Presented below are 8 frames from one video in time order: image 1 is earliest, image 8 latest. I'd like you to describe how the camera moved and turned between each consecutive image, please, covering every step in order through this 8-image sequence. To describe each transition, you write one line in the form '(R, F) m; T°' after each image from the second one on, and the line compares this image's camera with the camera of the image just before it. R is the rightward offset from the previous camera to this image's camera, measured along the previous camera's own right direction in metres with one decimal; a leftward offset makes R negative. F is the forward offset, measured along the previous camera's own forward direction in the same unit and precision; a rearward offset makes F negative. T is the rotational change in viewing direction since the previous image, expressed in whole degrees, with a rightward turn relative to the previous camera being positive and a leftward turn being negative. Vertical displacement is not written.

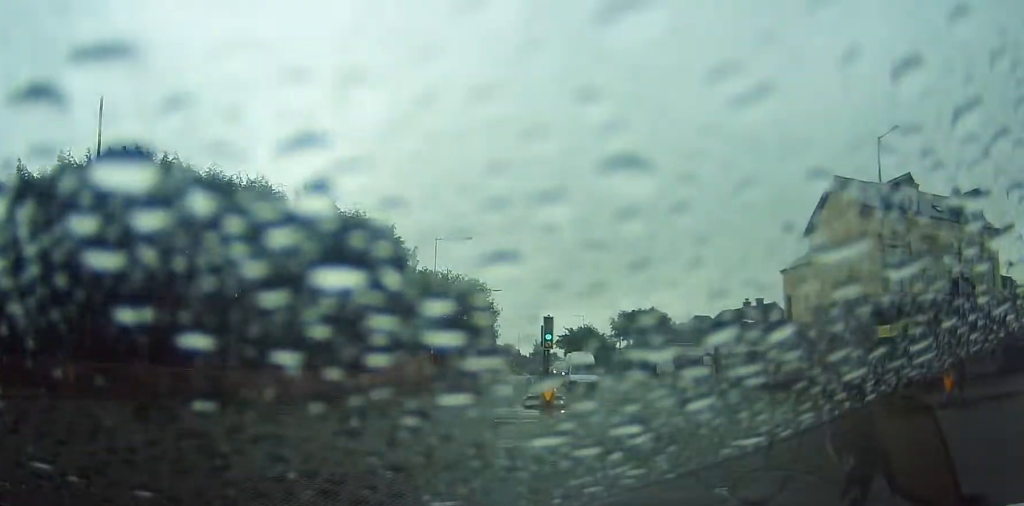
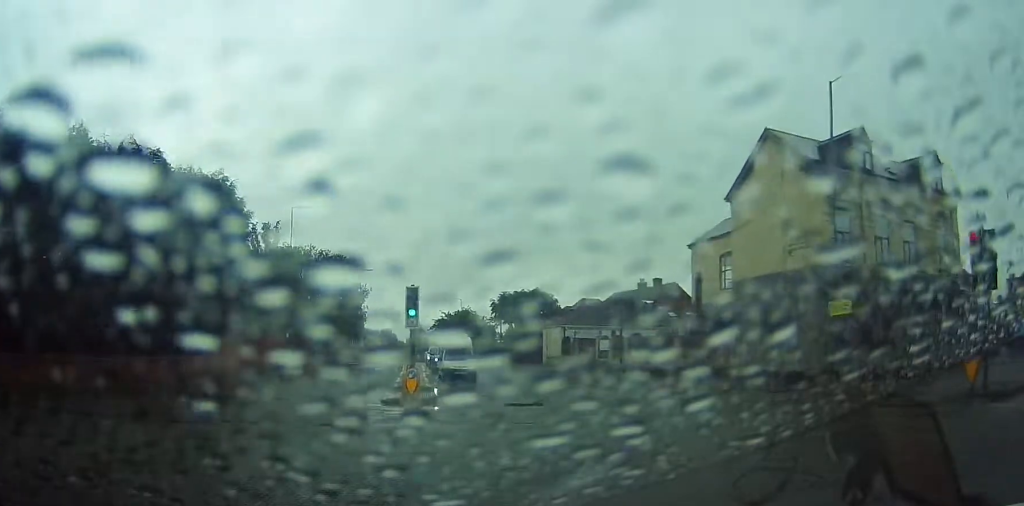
(+0.7, +6.1) m; +13°
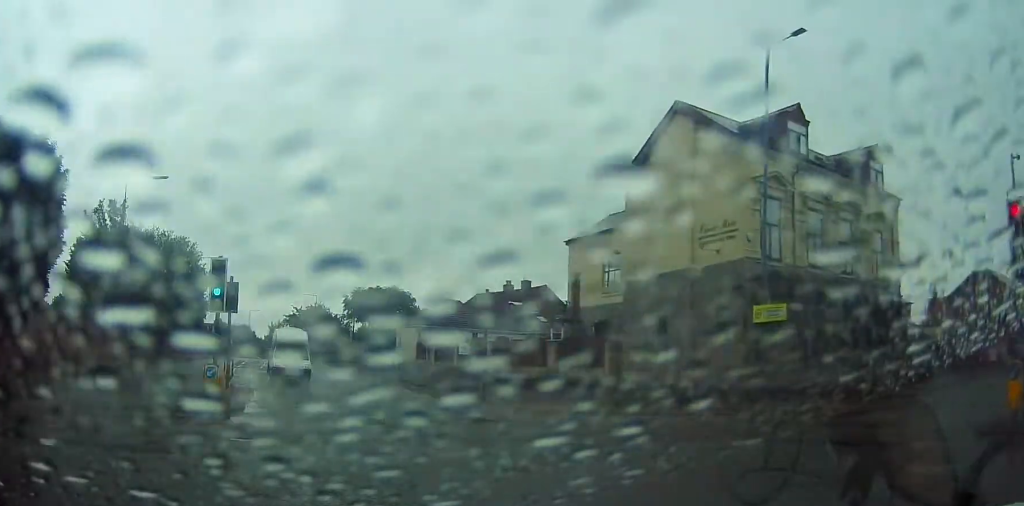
(+0.5, +5.4) m; +16°
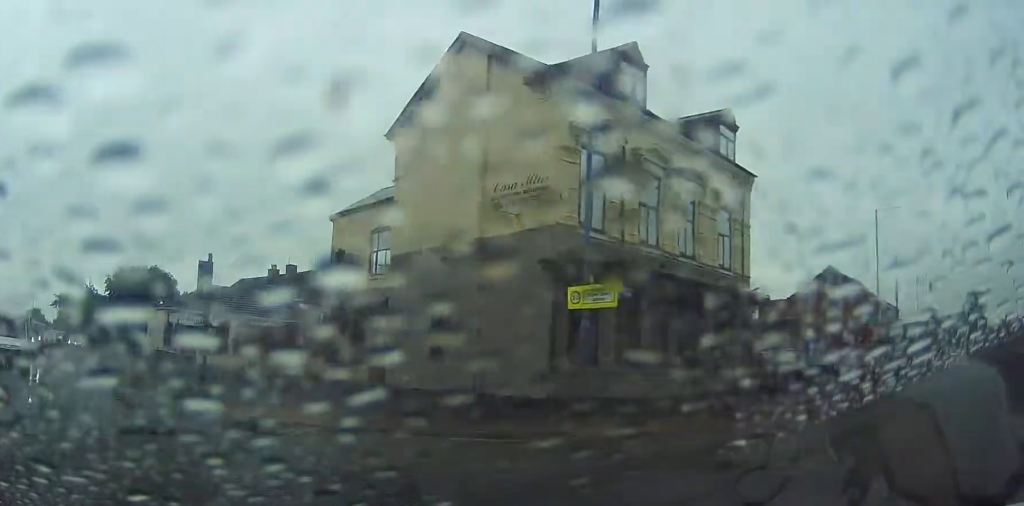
(+1.1, +5.9) m; +20°
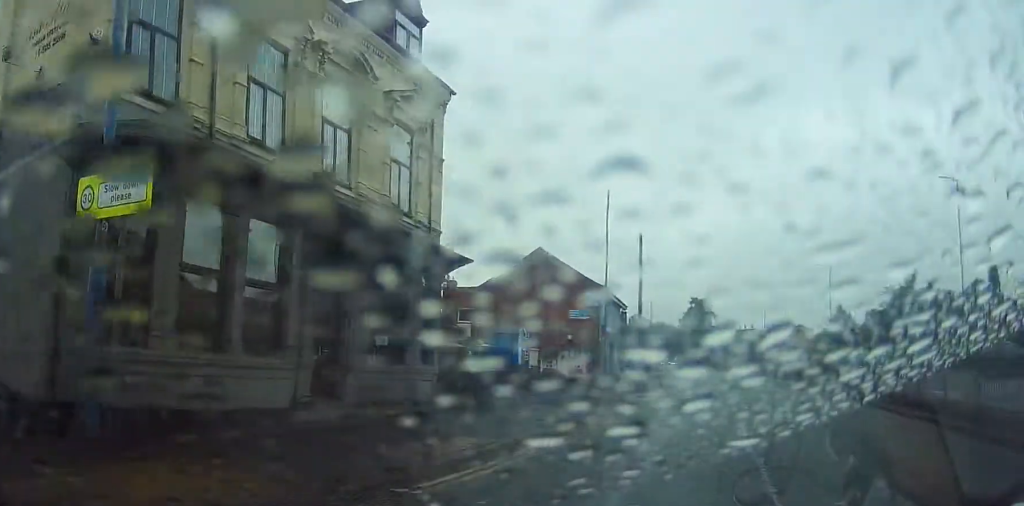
(+1.6, +9.5) m; +16°
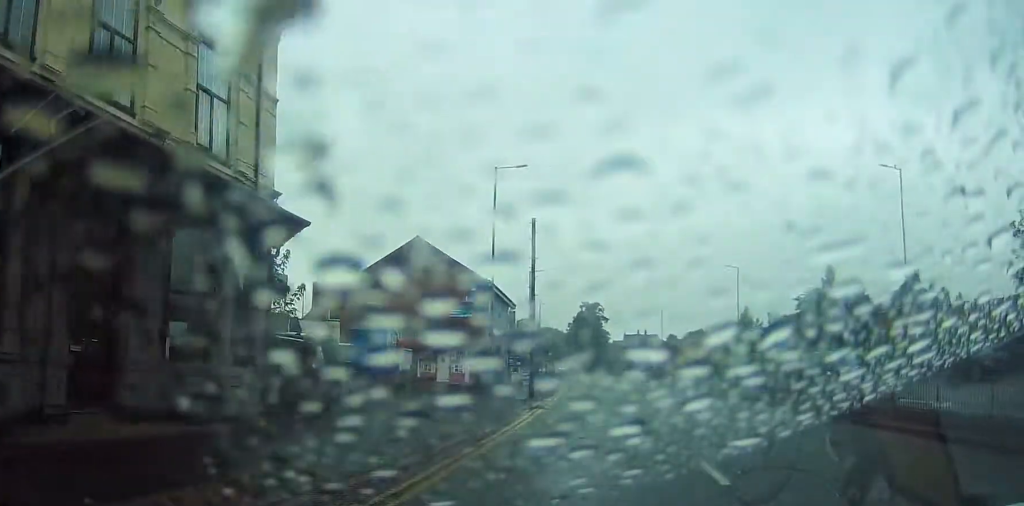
(+0.5, +5.5) m; +5°
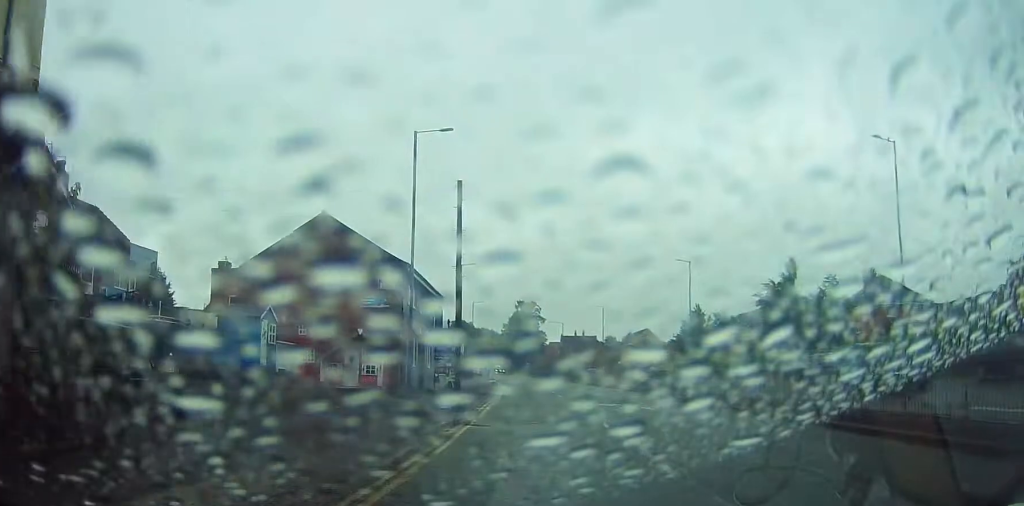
(+0.3, +6.9) m; +3°
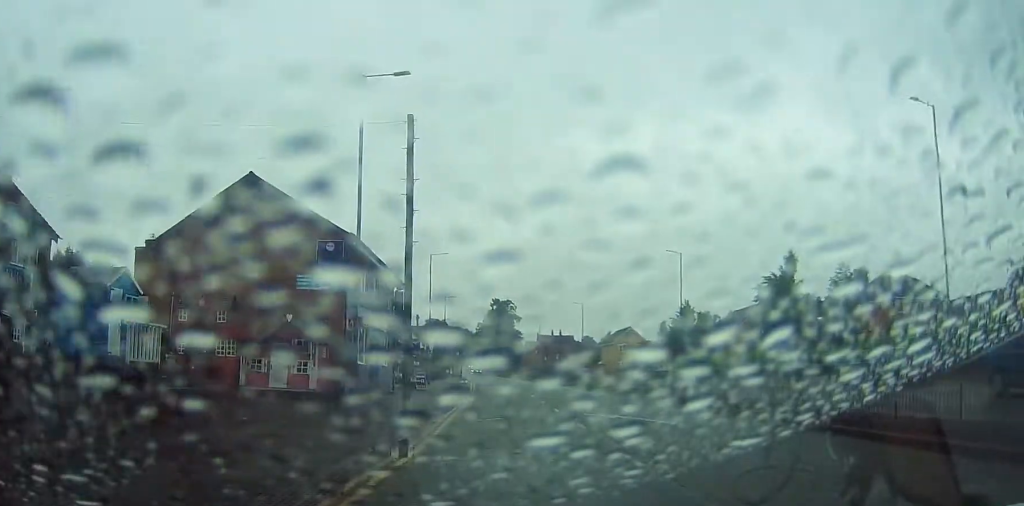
(0.0, +6.6) m; +1°
